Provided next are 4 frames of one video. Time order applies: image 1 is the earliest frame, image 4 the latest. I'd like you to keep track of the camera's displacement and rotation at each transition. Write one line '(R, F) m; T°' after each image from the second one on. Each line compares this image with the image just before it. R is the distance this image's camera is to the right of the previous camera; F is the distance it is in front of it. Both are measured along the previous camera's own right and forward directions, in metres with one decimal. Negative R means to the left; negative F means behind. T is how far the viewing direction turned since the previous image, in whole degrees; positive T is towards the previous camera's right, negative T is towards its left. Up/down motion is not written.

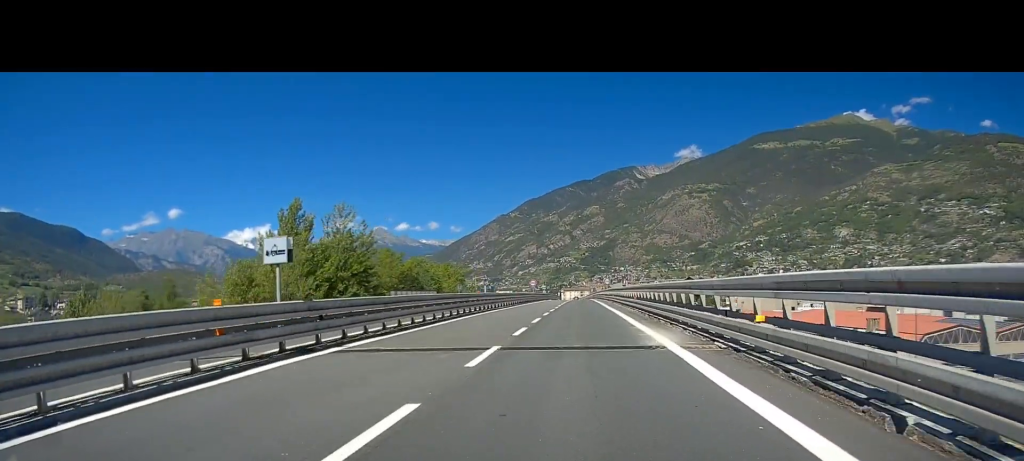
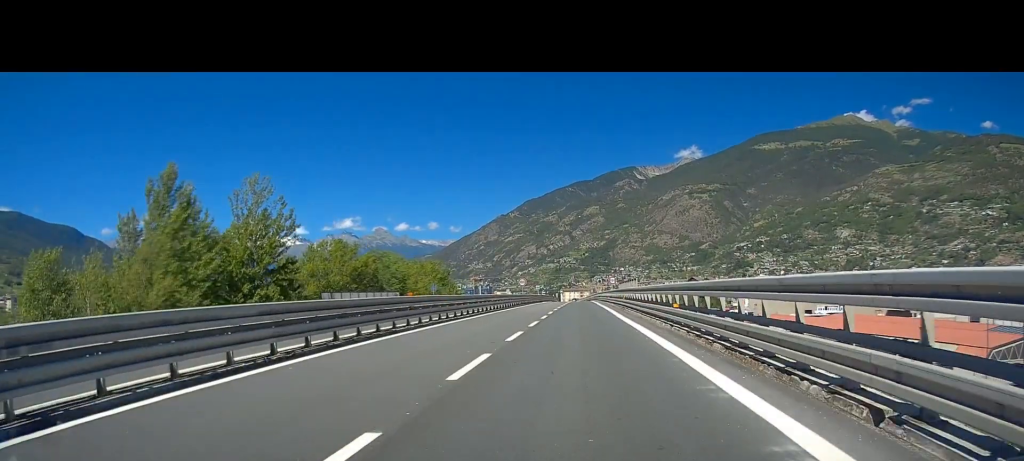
(+0.2, +16.0) m; 0°
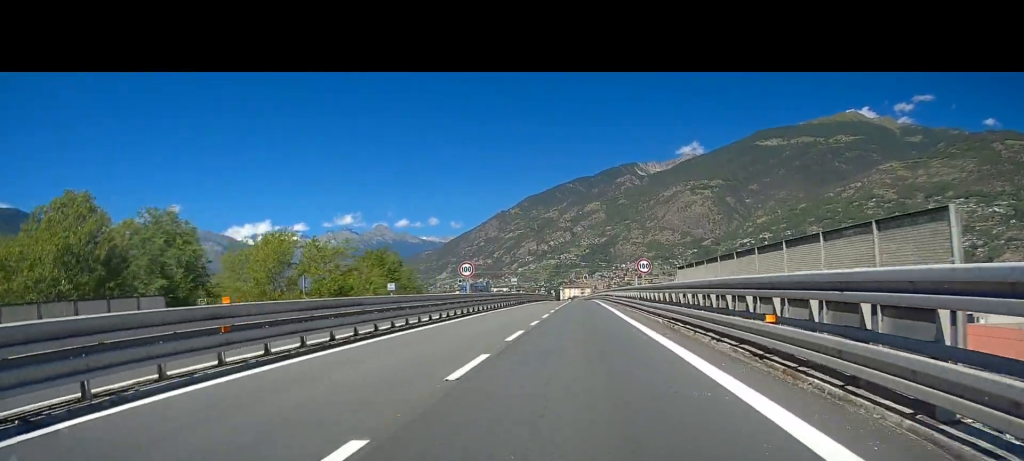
(-0.2, +36.8) m; 0°
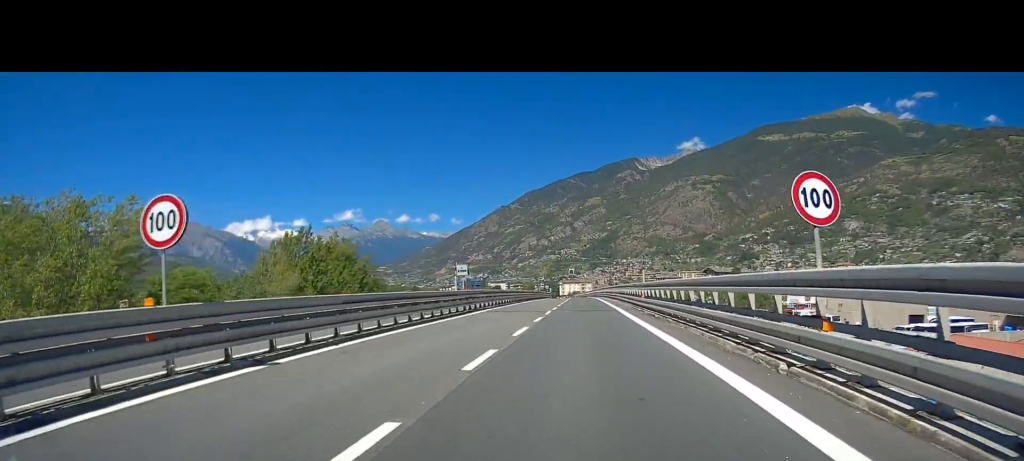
(-0.3, +28.6) m; -1°
